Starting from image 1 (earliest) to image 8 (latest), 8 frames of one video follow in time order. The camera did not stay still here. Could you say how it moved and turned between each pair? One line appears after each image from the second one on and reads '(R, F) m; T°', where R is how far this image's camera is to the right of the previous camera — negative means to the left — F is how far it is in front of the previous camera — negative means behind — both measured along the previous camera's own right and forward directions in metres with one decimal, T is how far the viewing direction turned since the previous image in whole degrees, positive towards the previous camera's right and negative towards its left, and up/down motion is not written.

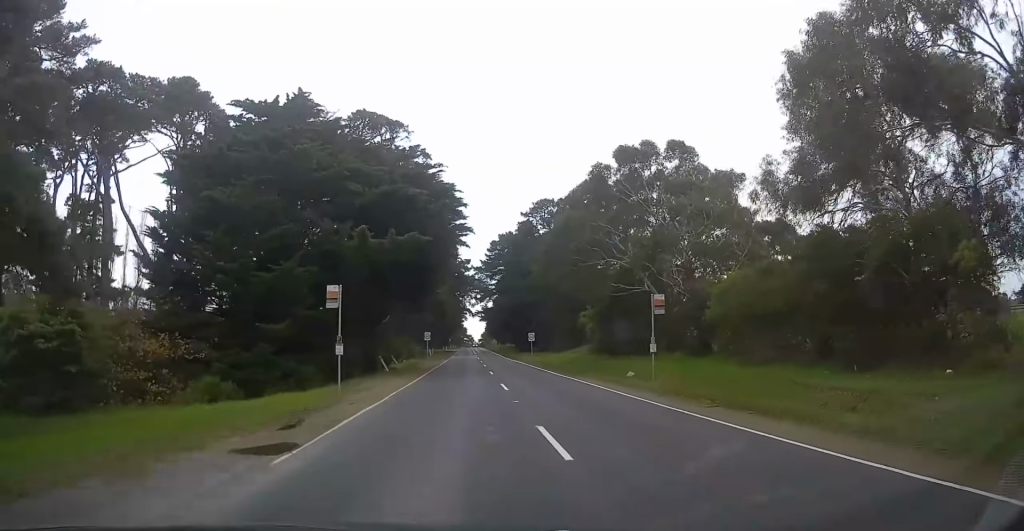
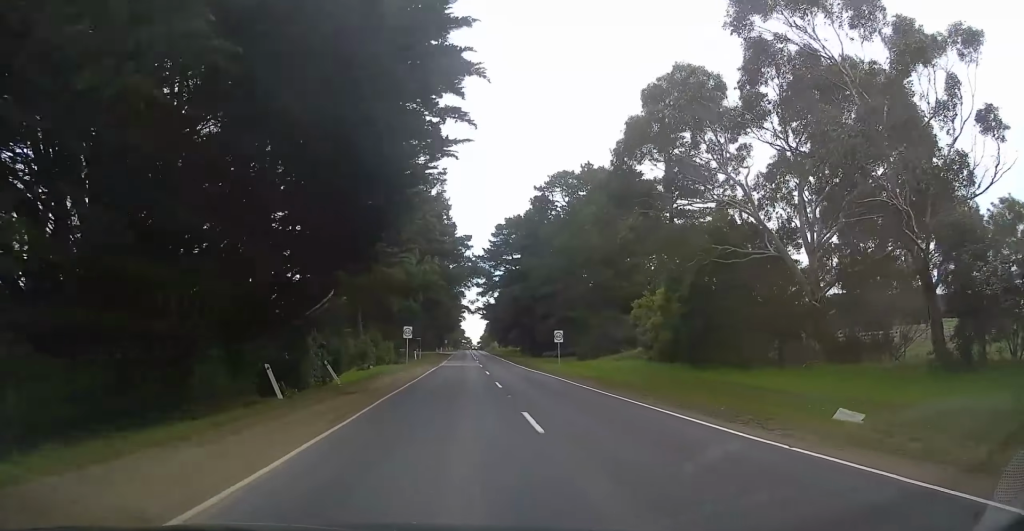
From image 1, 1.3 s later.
(0.0, +21.1) m; +1°
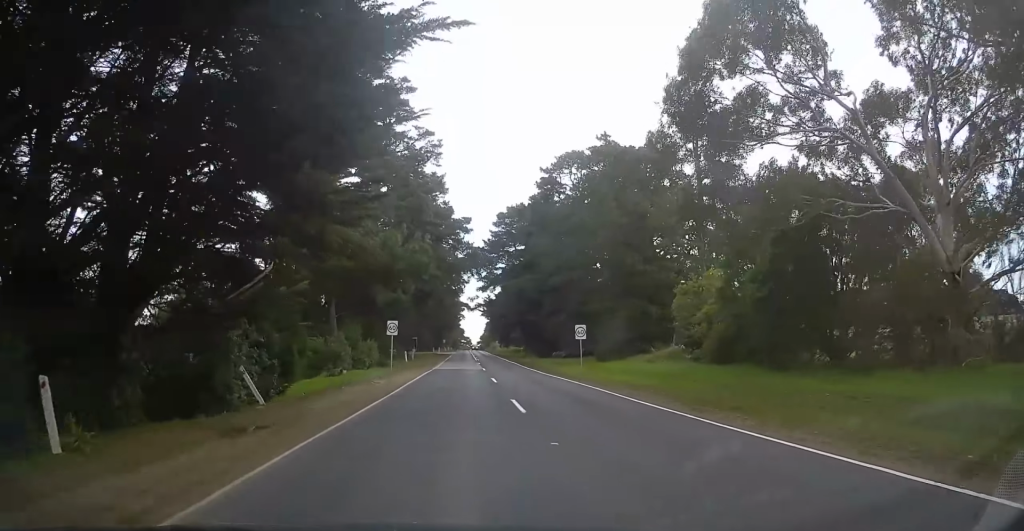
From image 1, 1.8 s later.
(+0.1, +9.2) m; +1°
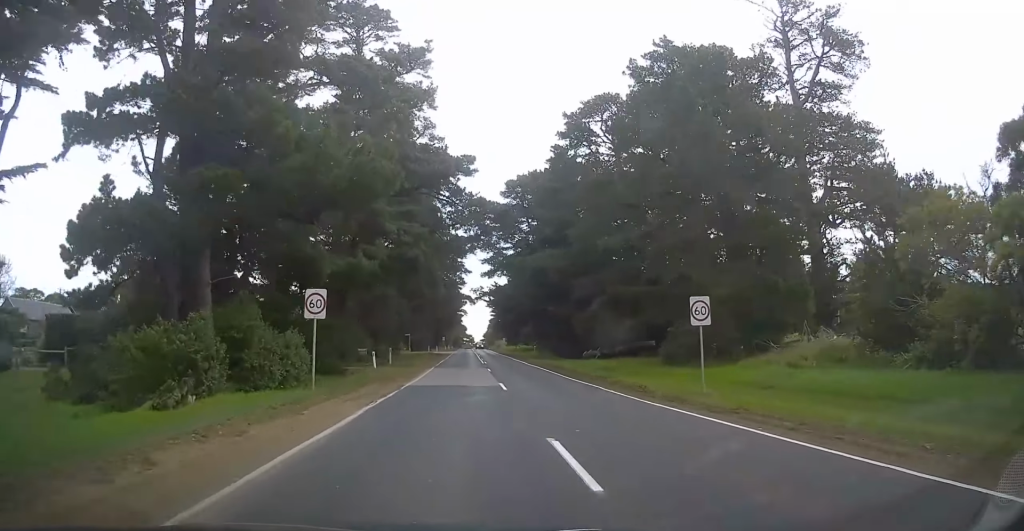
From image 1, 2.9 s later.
(0.0, +19.3) m; -1°
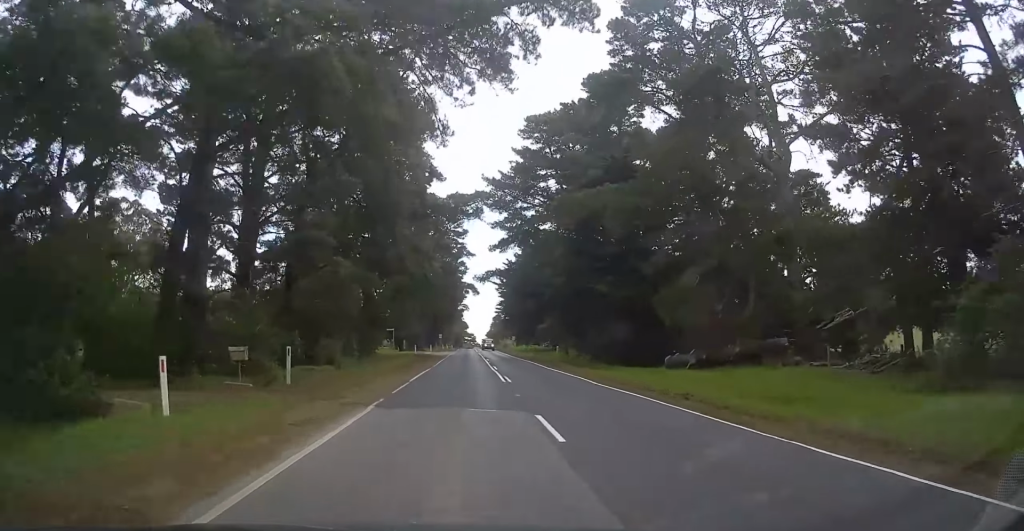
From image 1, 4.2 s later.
(-0.6, +23.9) m; -2°
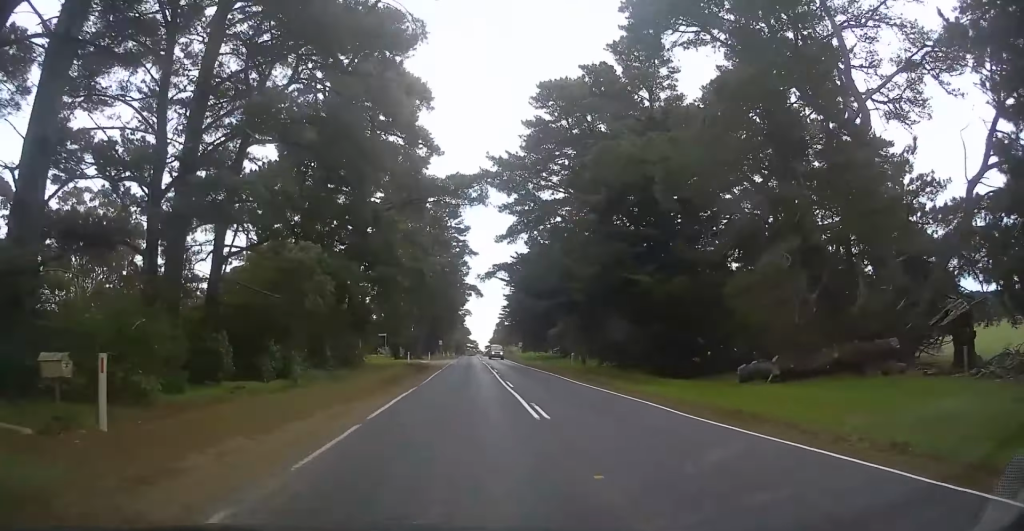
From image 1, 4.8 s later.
(-0.1, +9.3) m; 0°
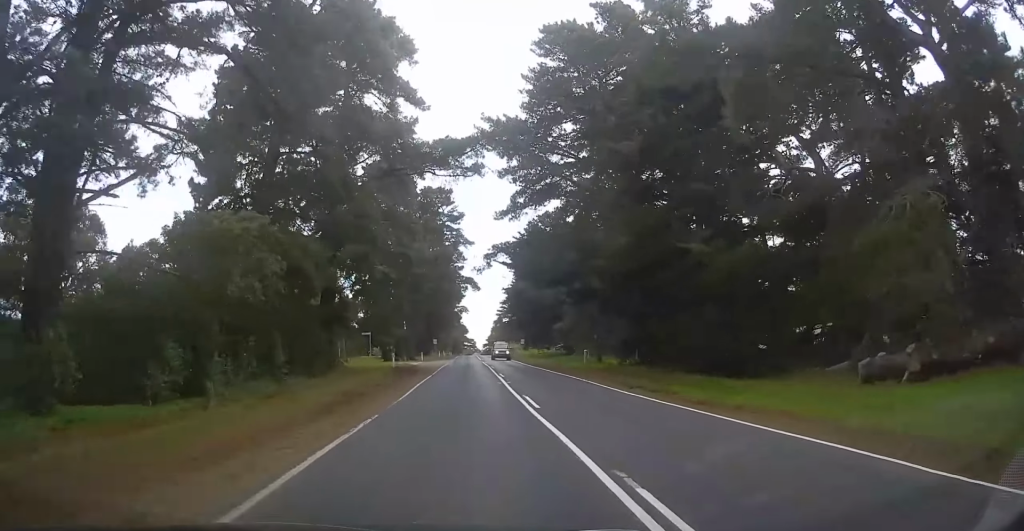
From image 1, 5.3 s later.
(+0.3, +9.3) m; +1°
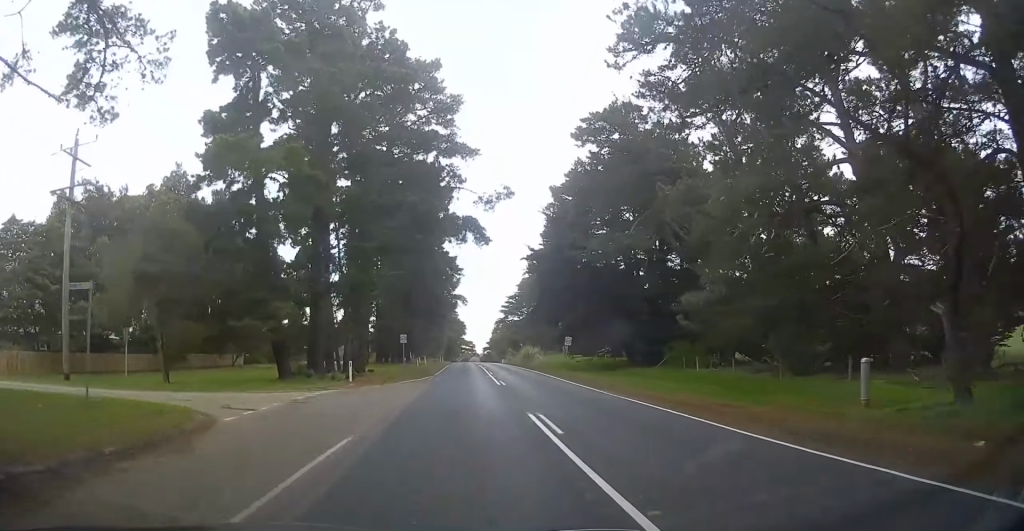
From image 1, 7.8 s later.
(+0.4, +44.0) m; -1°
